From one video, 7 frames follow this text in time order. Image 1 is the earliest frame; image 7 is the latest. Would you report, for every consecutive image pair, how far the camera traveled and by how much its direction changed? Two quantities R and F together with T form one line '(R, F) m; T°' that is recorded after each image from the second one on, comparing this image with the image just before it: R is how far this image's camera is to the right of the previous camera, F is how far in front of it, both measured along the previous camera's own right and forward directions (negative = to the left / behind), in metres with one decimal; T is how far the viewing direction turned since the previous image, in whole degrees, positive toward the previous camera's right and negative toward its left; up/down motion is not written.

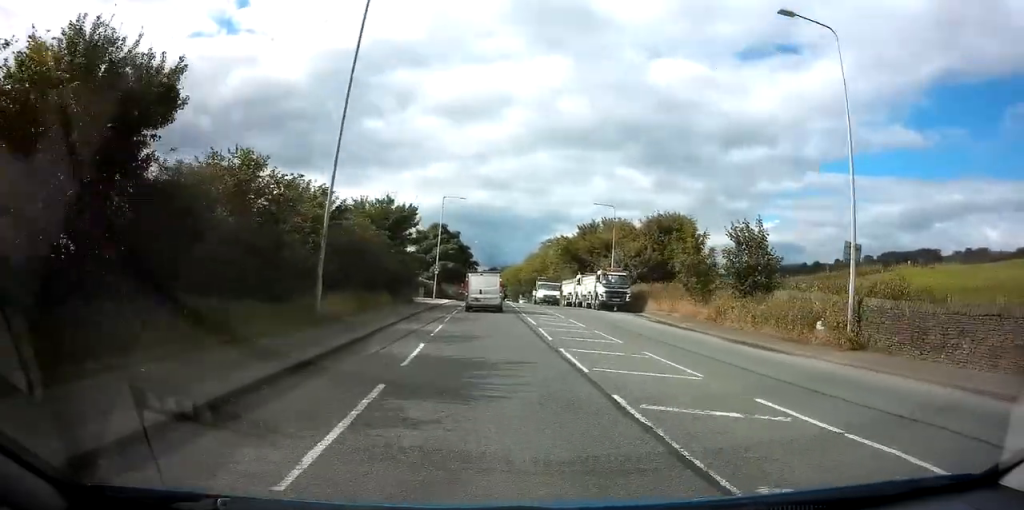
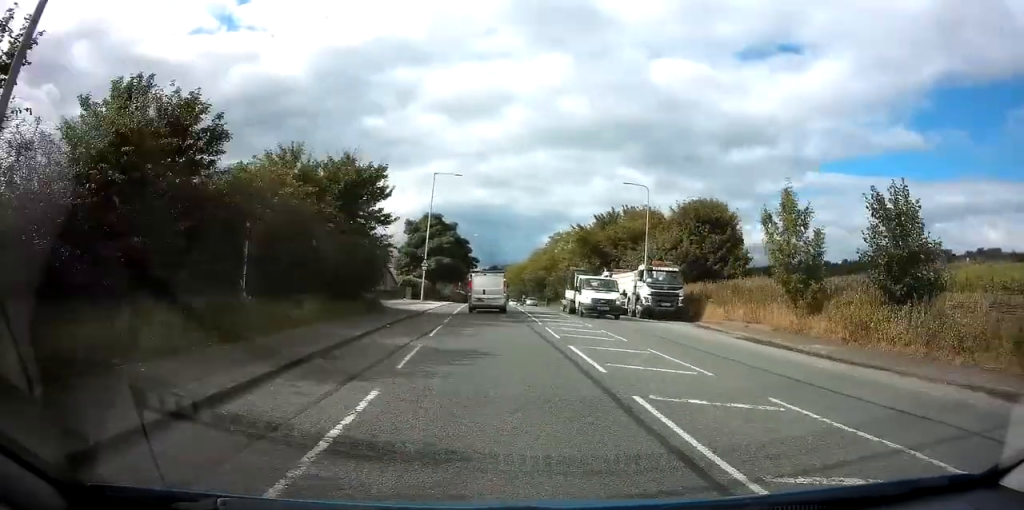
(+0.2, +11.7) m; +1°
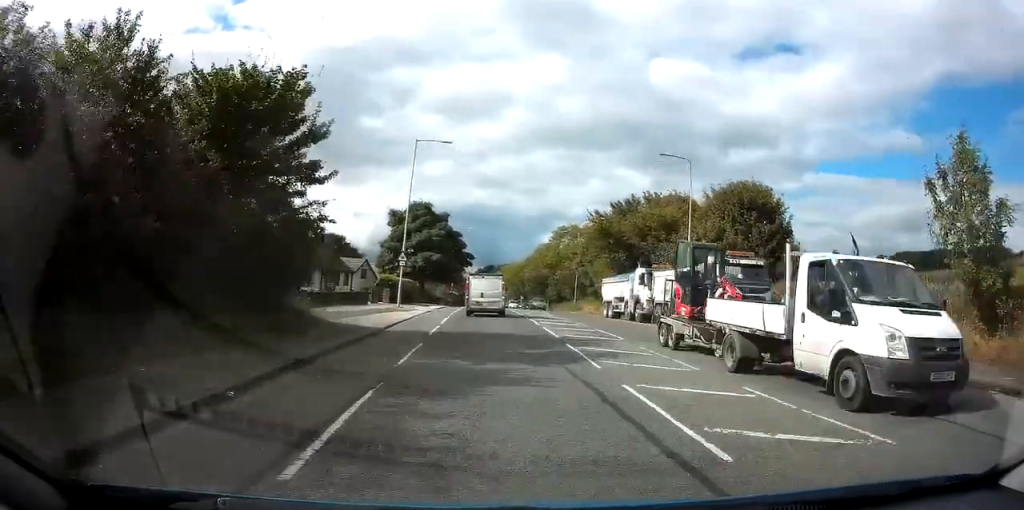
(0.0, +10.5) m; 0°
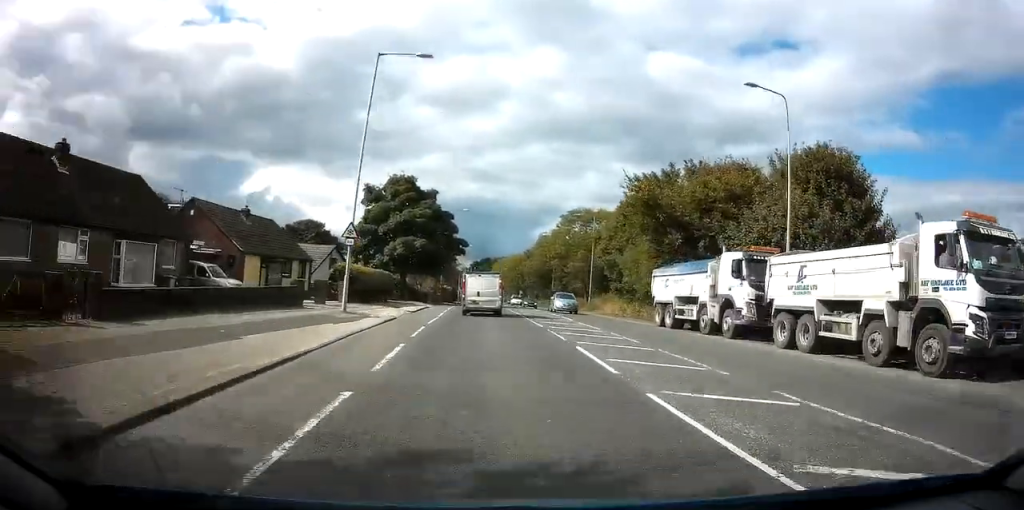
(+0.1, +13.4) m; 0°
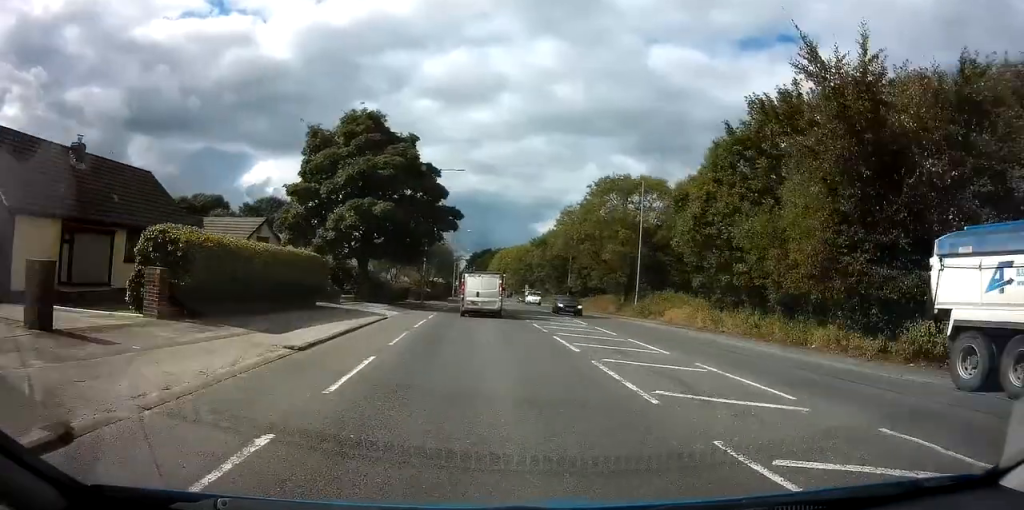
(-0.2, +19.2) m; -1°
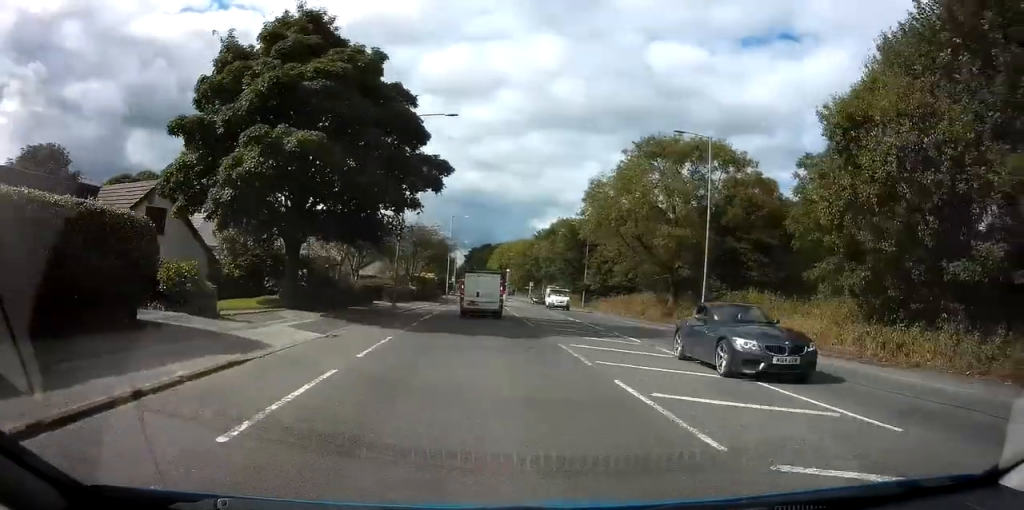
(+0.1, +13.5) m; +1°
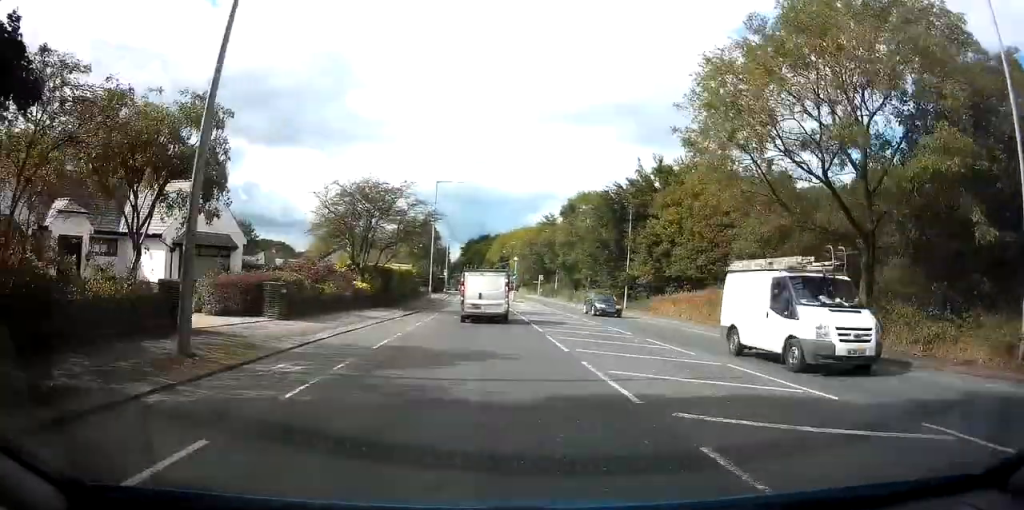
(+0.2, +21.0) m; 0°
